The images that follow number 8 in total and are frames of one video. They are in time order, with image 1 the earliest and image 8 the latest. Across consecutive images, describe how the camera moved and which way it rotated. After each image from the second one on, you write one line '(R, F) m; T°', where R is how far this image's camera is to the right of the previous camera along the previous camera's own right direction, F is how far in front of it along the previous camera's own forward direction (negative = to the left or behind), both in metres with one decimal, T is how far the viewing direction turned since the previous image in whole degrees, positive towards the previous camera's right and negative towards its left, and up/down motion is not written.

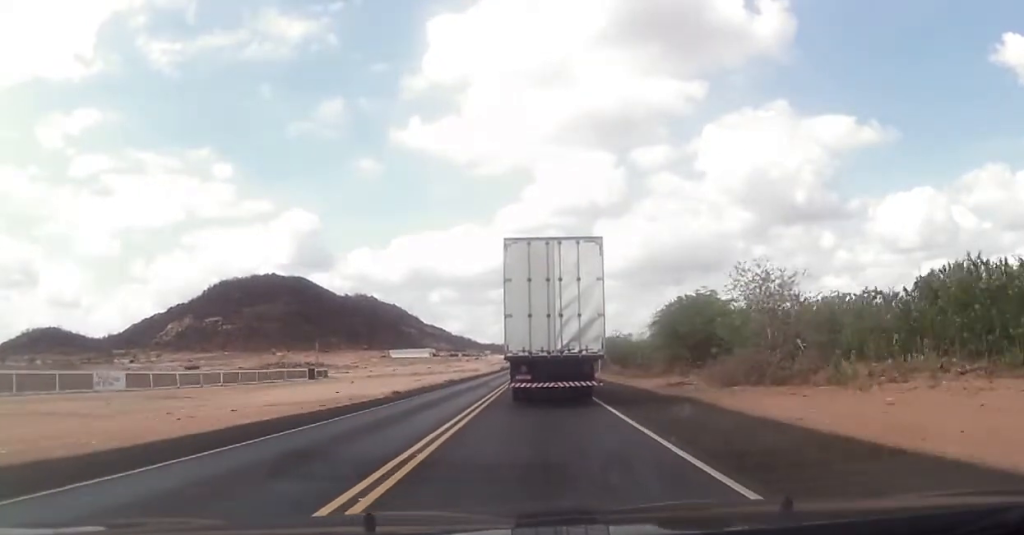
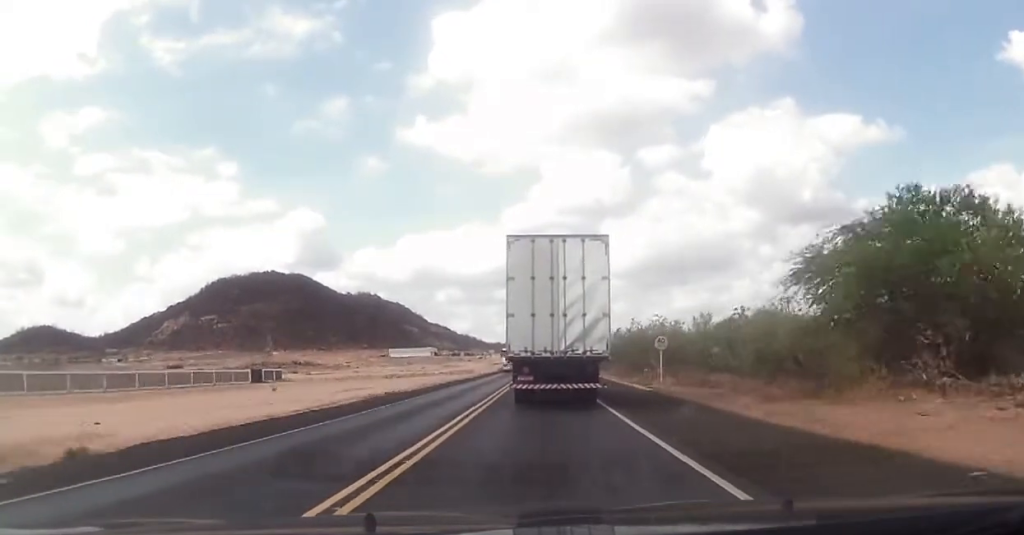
(-0.1, +30.1) m; 0°
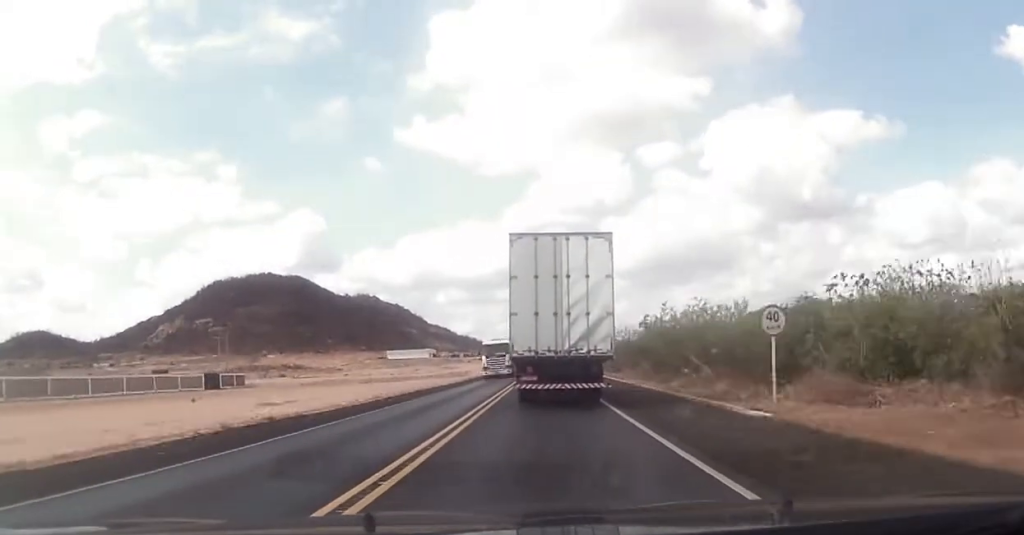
(0.0, +16.0) m; 0°
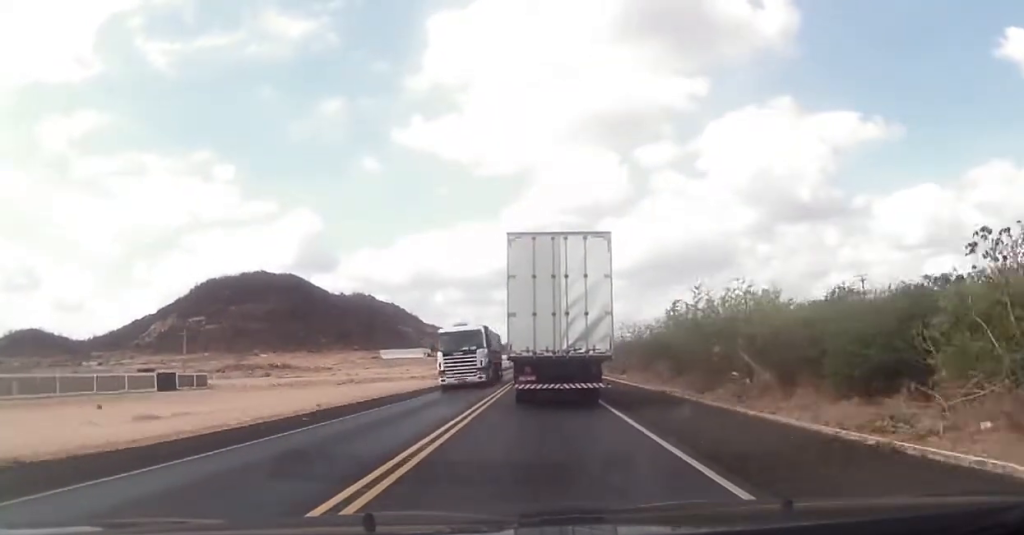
(0.0, +11.4) m; 0°
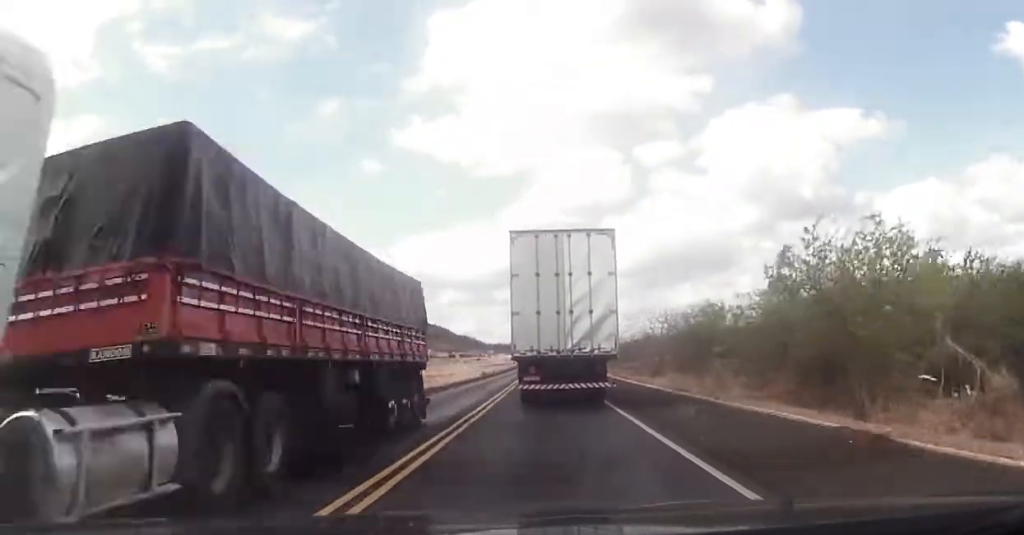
(0.0, +16.1) m; -1°
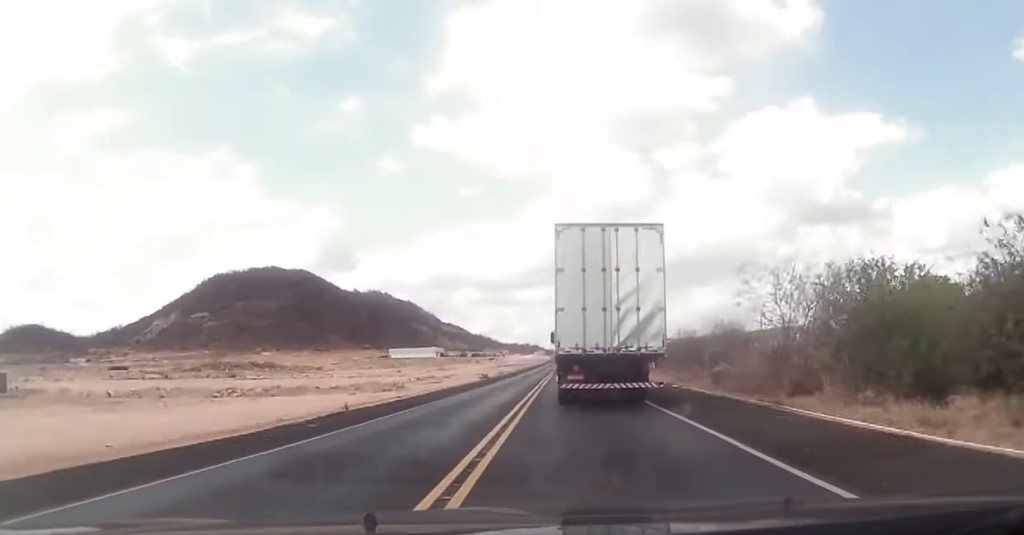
(-0.1, +26.3) m; 0°
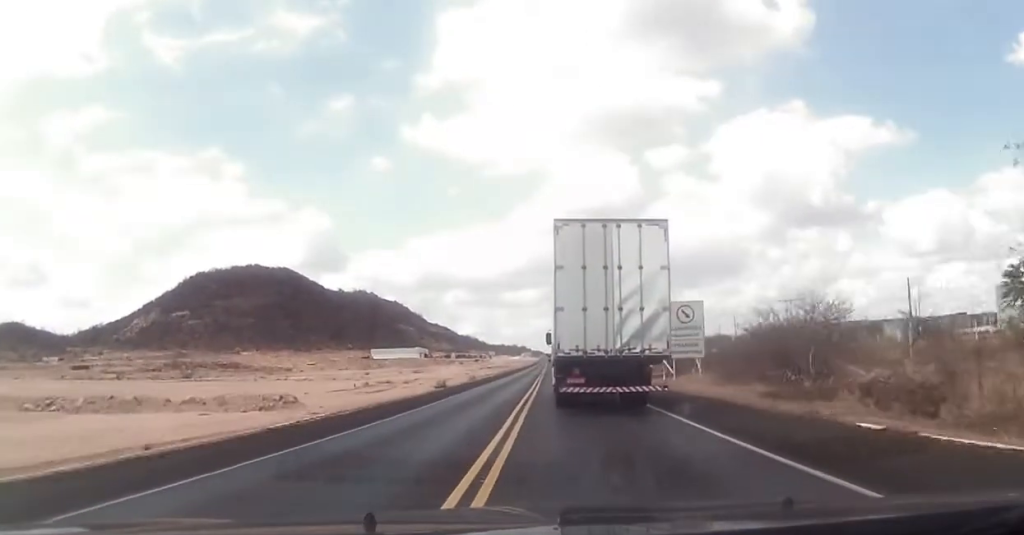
(0.0, +21.1) m; 0°
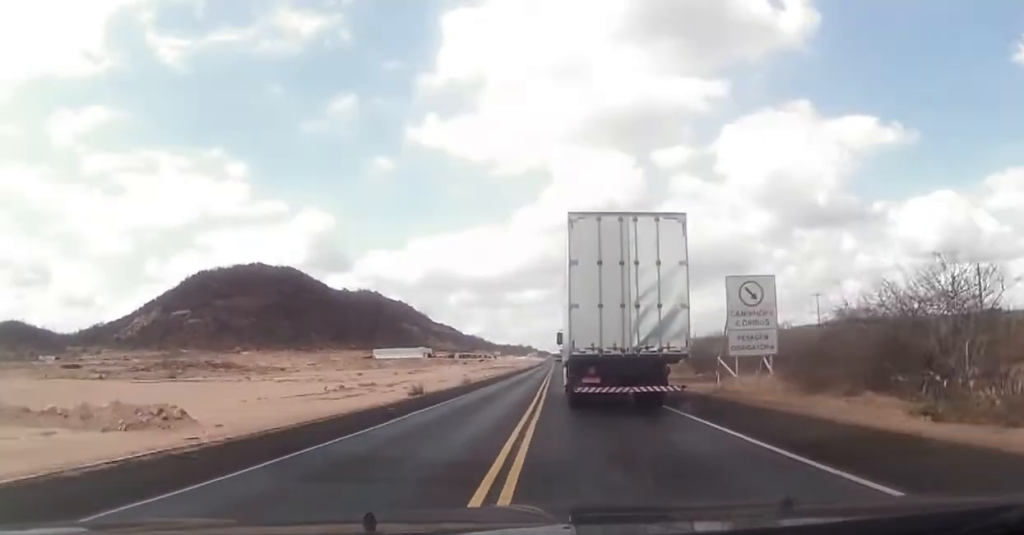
(-0.1, +11.0) m; -1°
